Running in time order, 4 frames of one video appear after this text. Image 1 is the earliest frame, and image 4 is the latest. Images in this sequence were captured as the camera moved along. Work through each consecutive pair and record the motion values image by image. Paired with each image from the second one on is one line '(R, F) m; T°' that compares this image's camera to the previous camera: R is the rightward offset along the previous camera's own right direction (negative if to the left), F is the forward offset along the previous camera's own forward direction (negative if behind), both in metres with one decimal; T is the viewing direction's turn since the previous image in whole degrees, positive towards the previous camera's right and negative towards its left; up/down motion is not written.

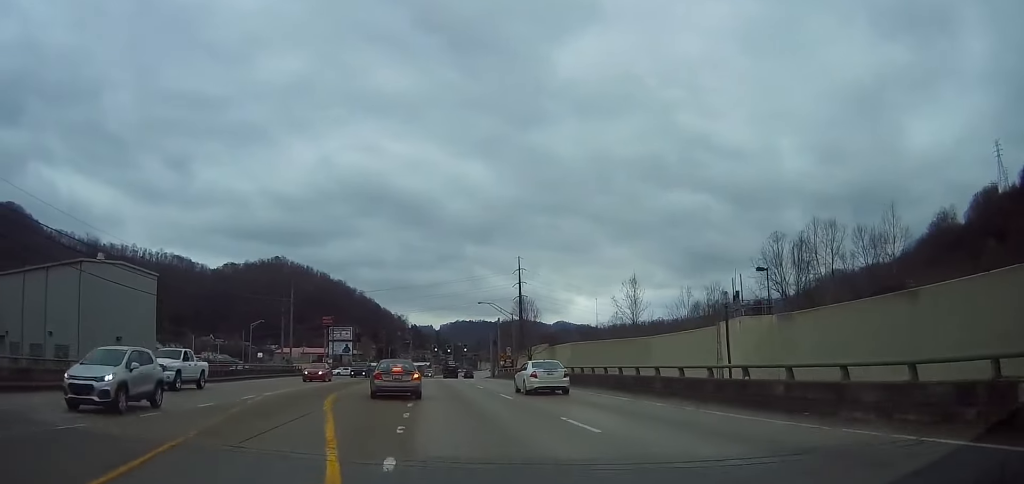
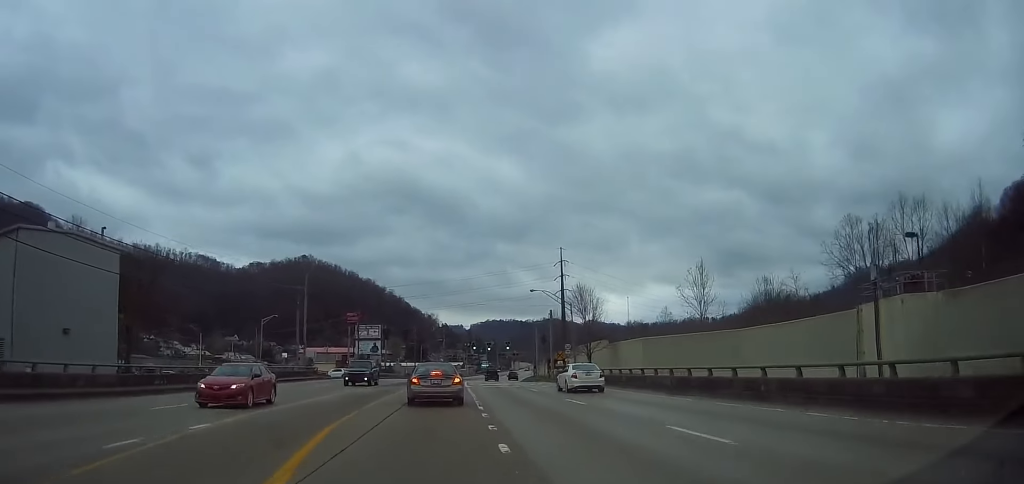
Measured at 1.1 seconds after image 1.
(0.0, +14.5) m; 0°
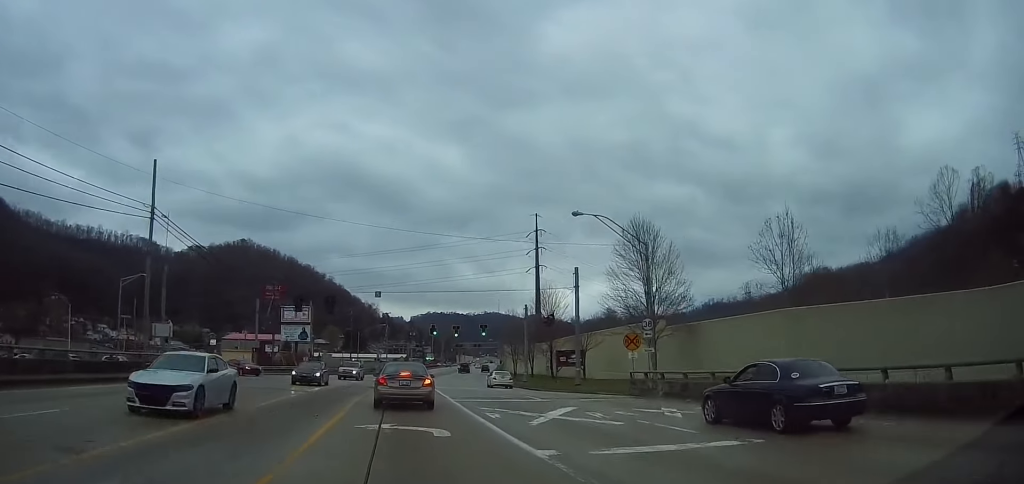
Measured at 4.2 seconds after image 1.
(+0.3, +35.4) m; +4°
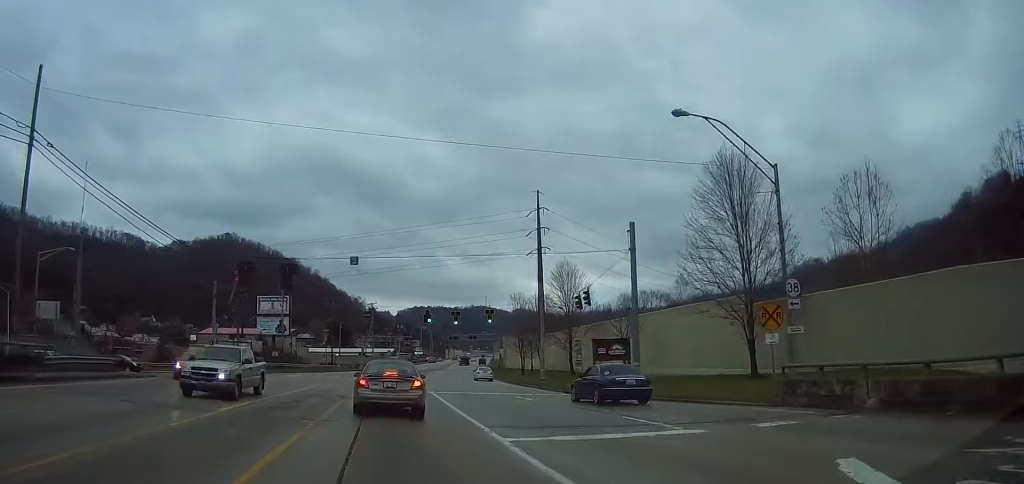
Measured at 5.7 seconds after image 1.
(0.0, +14.7) m; 0°
